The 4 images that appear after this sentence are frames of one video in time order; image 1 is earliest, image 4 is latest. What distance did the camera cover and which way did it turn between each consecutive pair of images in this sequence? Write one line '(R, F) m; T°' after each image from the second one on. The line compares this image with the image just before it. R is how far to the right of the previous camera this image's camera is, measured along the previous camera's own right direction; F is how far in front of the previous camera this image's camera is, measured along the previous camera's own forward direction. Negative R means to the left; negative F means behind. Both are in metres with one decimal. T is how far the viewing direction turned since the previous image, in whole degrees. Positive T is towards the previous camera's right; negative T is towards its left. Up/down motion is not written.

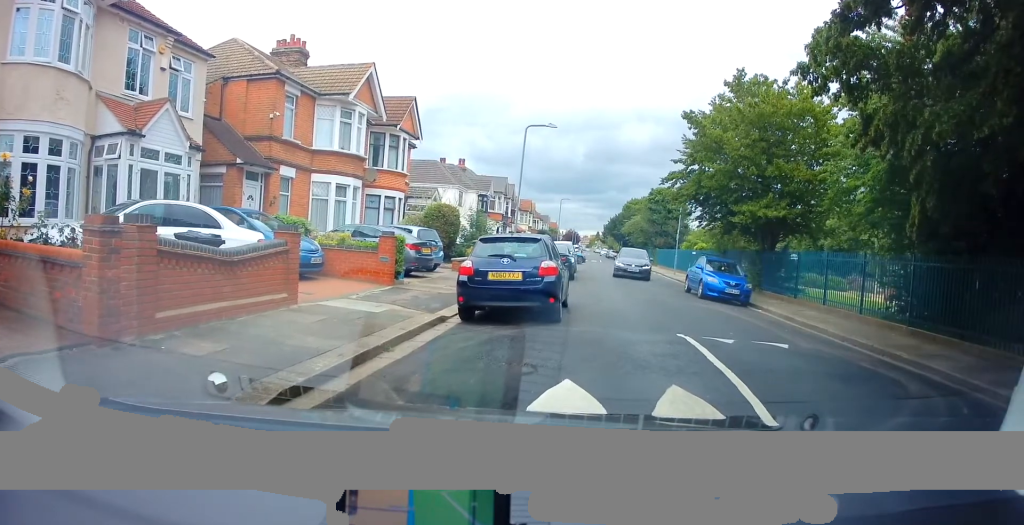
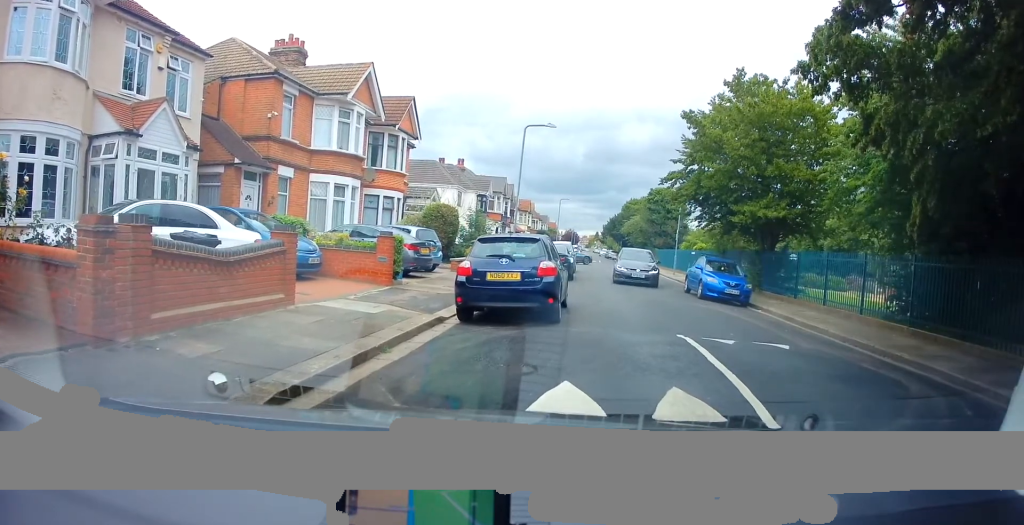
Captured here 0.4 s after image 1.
(0.0, 0.0) m; 0°
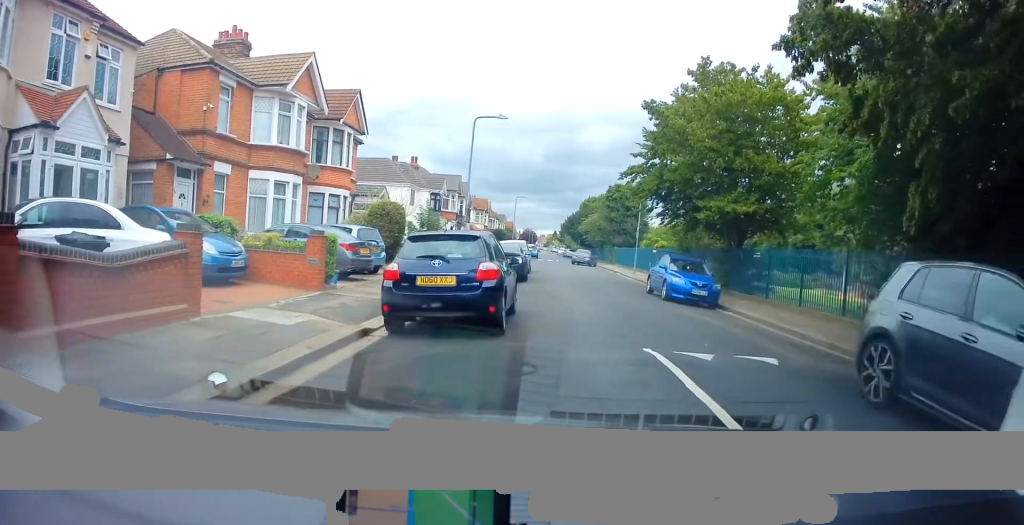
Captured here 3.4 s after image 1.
(-0.1, +1.0) m; +2°
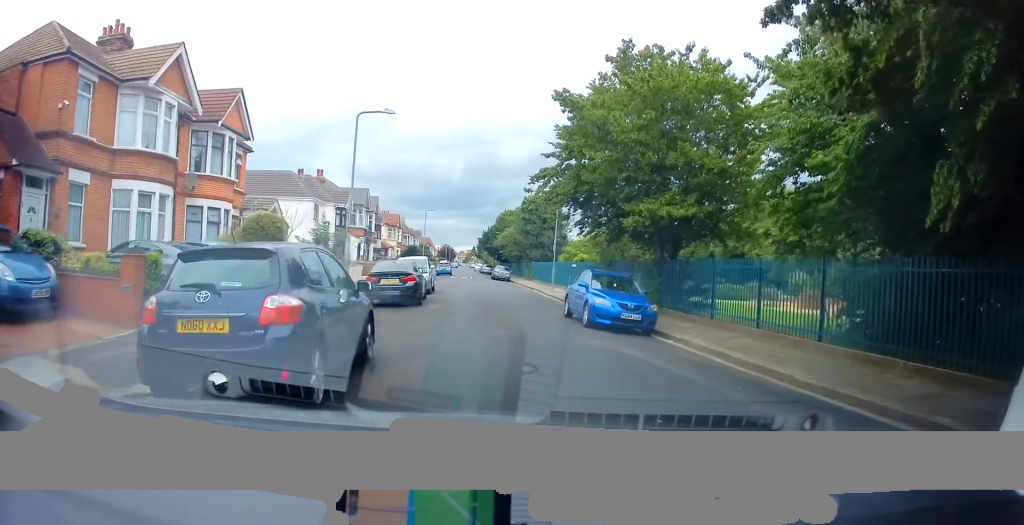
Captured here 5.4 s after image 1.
(+0.5, +3.1) m; +12°
